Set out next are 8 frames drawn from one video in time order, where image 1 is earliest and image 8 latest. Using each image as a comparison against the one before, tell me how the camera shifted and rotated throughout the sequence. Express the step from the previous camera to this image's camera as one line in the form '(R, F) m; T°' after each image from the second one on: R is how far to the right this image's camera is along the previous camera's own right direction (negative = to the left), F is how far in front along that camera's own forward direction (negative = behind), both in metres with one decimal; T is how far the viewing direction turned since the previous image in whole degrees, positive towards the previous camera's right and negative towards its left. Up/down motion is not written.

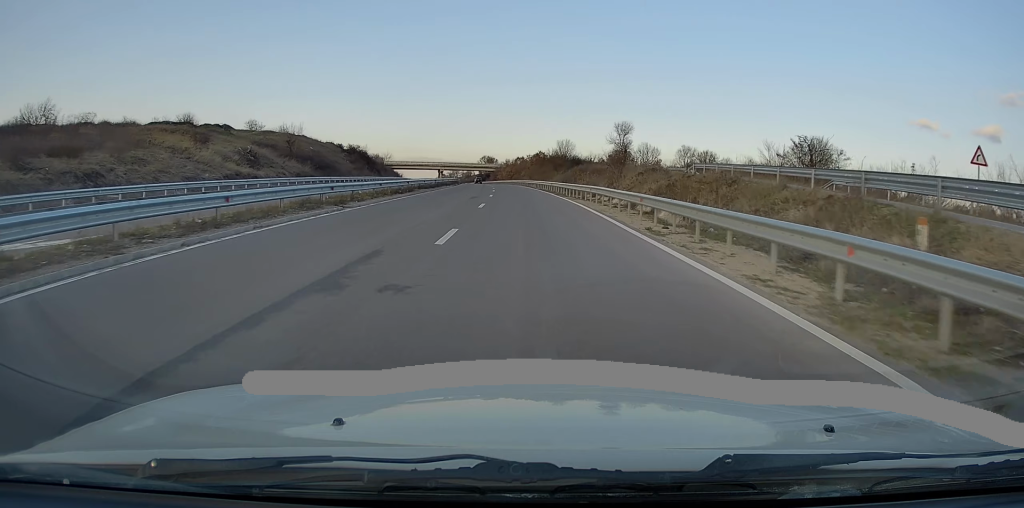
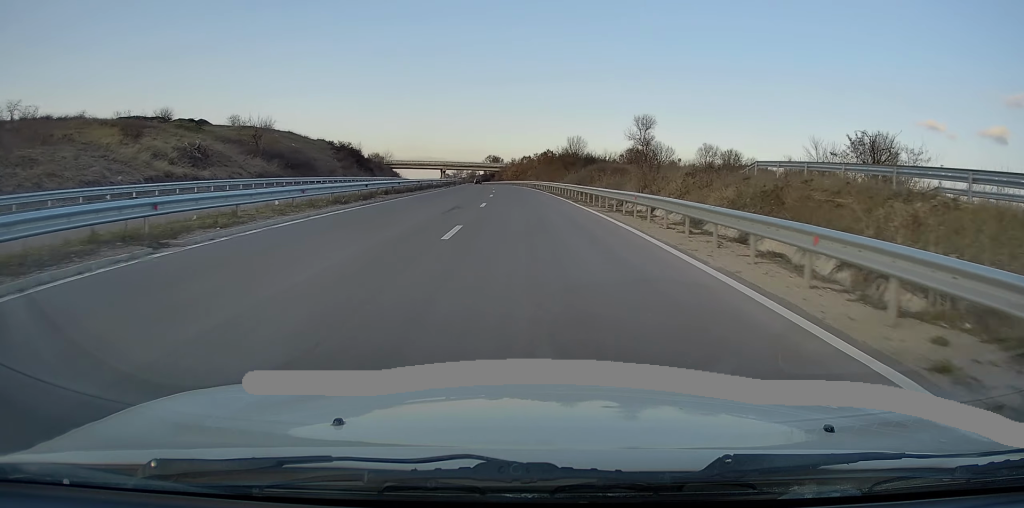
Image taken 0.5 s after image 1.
(-0.1, +11.1) m; 0°
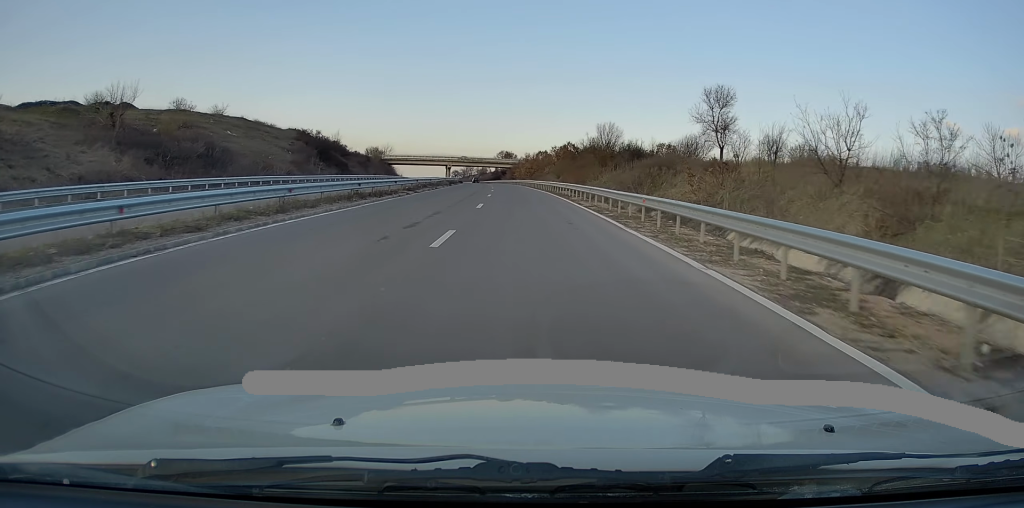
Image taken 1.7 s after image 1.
(0.0, +25.2) m; -1°
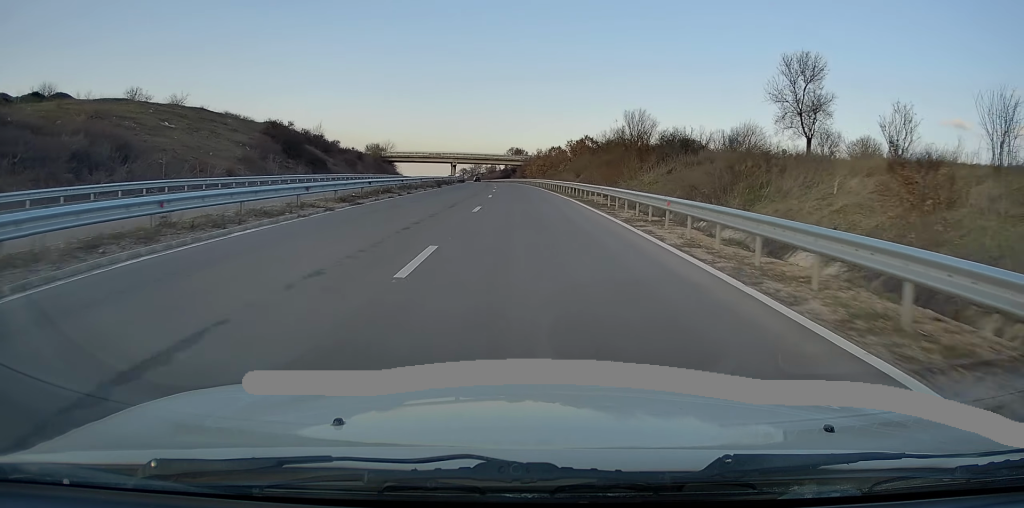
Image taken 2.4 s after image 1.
(-0.3, +14.9) m; -1°
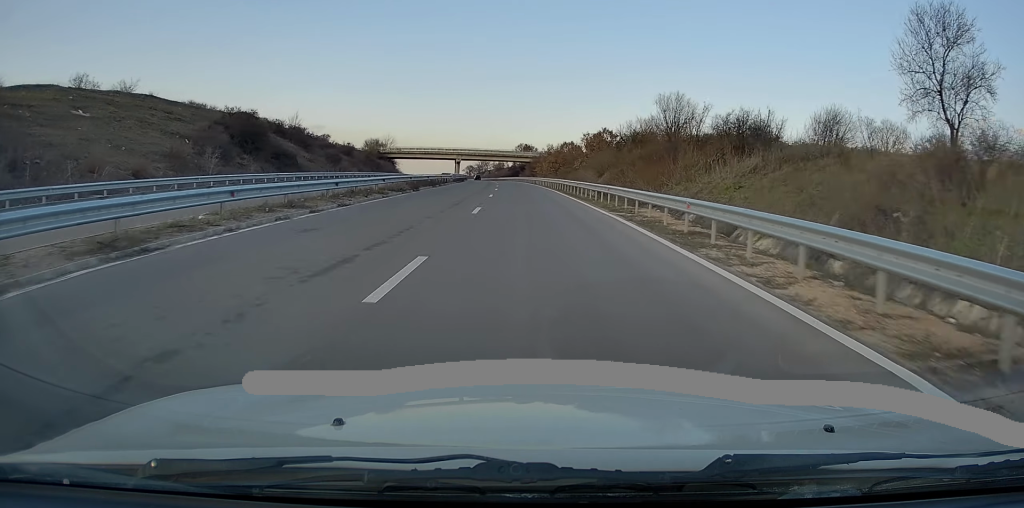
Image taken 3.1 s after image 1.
(-0.1, +13.3) m; -1°
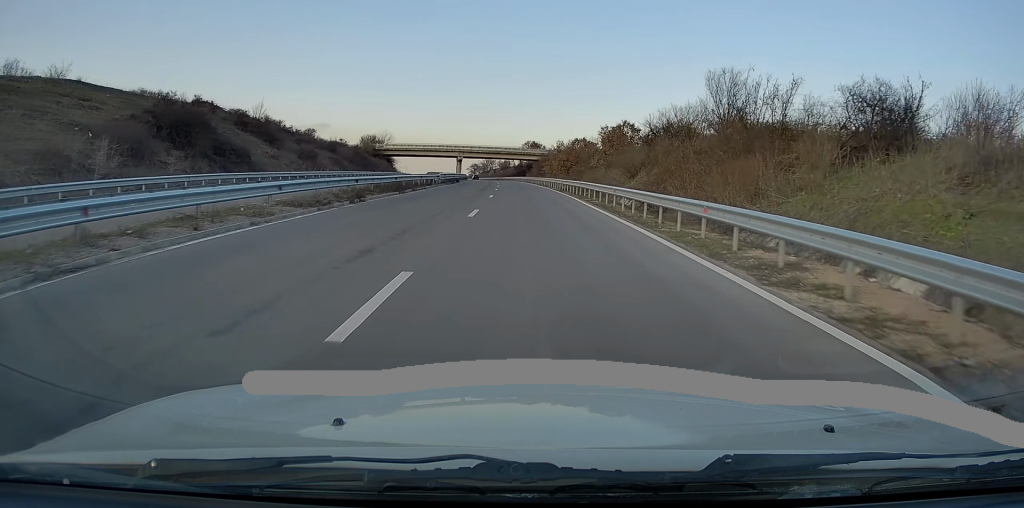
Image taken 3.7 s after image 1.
(0.0, +13.3) m; -1°
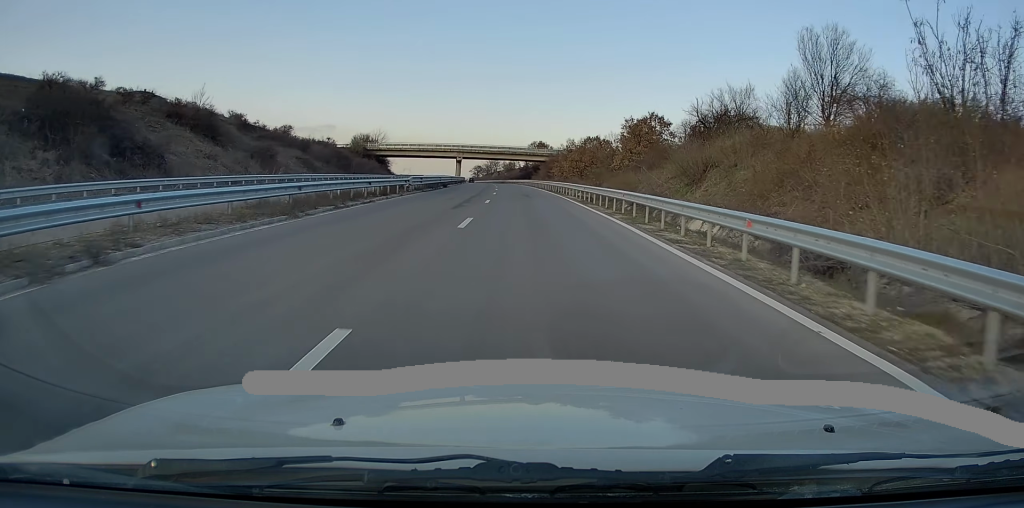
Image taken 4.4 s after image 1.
(-0.1, +14.6) m; -1°
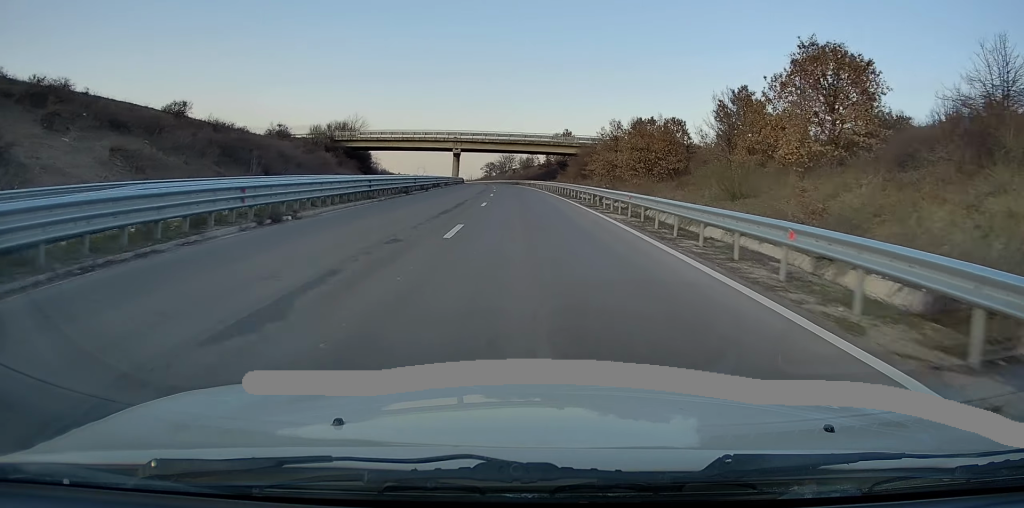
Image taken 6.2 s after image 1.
(-0.7, +37.8) m; -2°
